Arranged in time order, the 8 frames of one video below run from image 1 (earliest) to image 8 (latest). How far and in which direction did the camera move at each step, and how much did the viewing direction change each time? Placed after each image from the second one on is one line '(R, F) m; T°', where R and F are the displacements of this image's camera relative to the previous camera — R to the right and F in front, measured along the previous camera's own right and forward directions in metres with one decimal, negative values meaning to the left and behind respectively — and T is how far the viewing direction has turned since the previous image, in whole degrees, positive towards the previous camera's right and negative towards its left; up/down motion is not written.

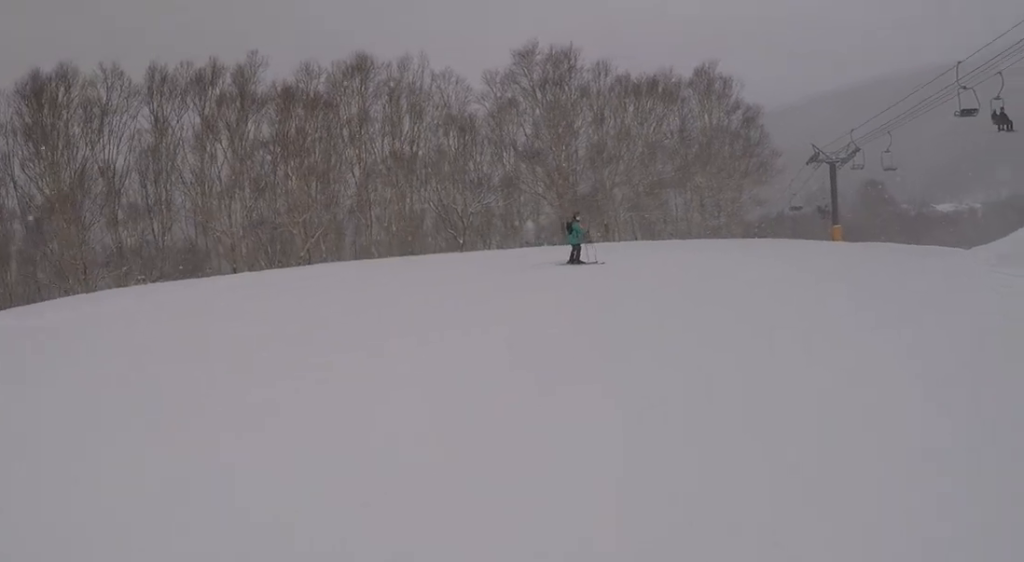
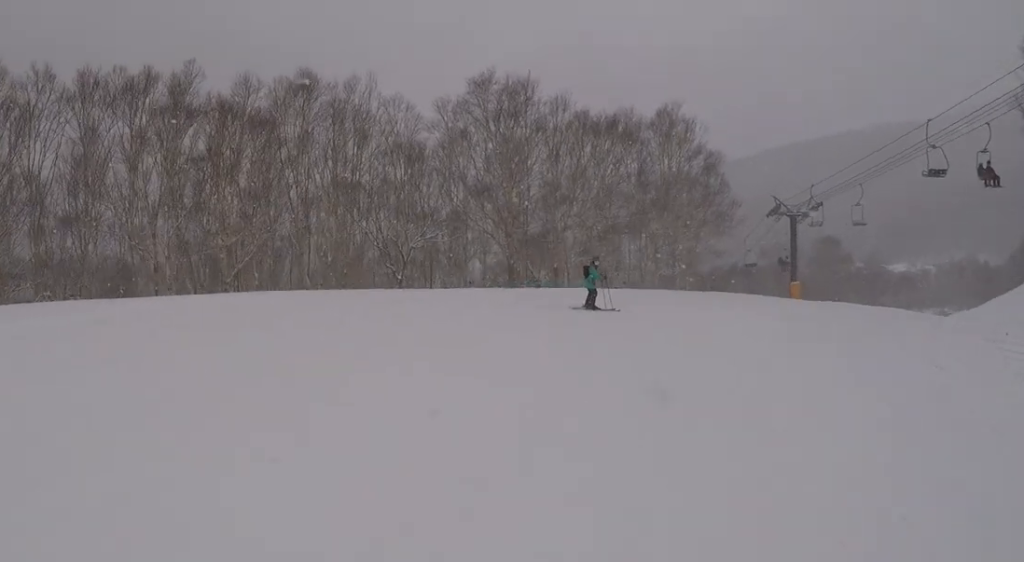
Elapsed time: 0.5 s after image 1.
(+0.3, +2.4) m; +6°
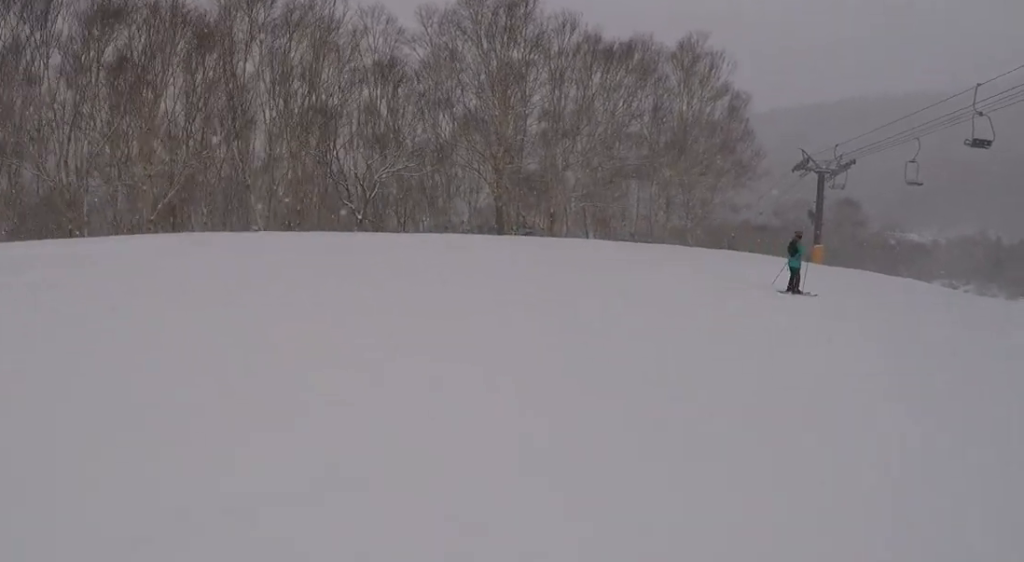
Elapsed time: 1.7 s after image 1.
(+1.0, +5.4) m; +11°
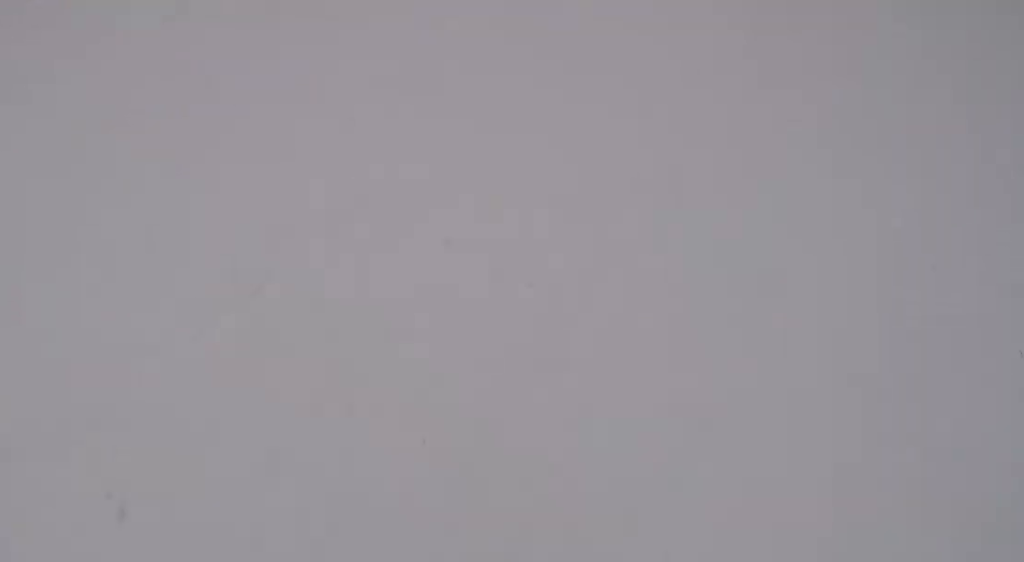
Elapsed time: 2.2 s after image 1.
(0.0, +2.1) m; +1°
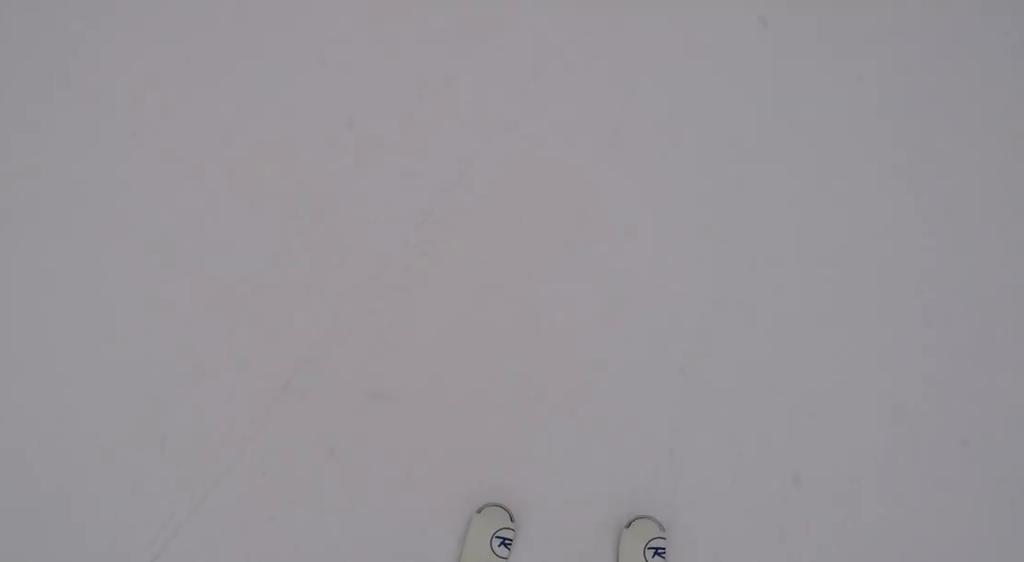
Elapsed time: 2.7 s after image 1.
(0.0, +2.1) m; 0°
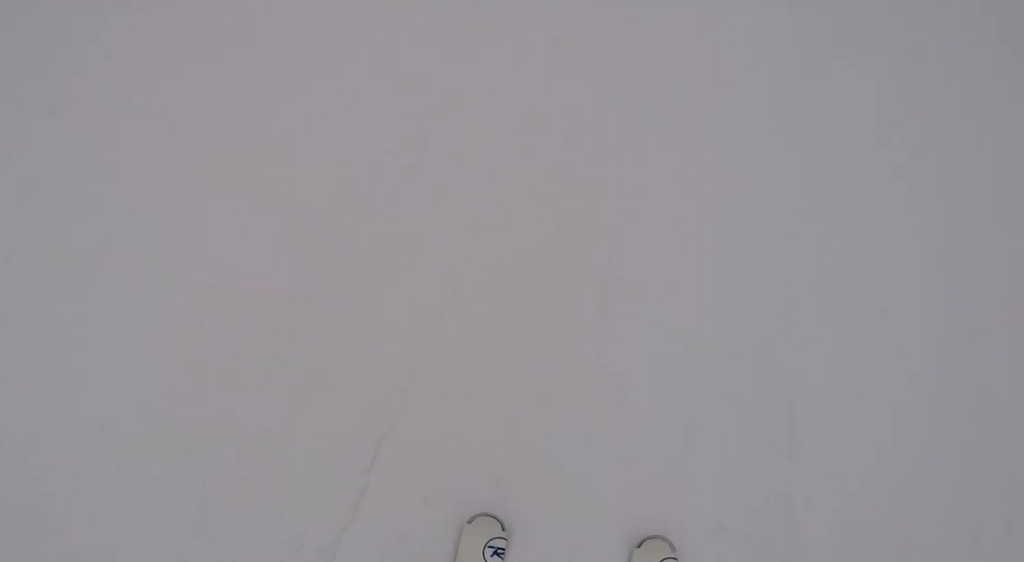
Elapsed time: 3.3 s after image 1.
(0.0, +2.8) m; 0°
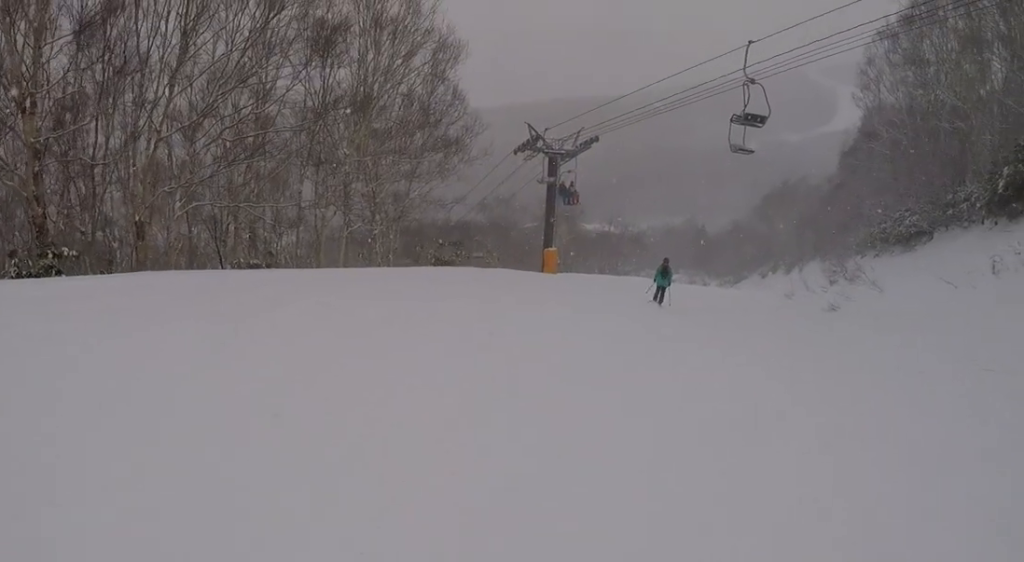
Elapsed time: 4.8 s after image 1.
(+0.1, +7.3) m; +12°
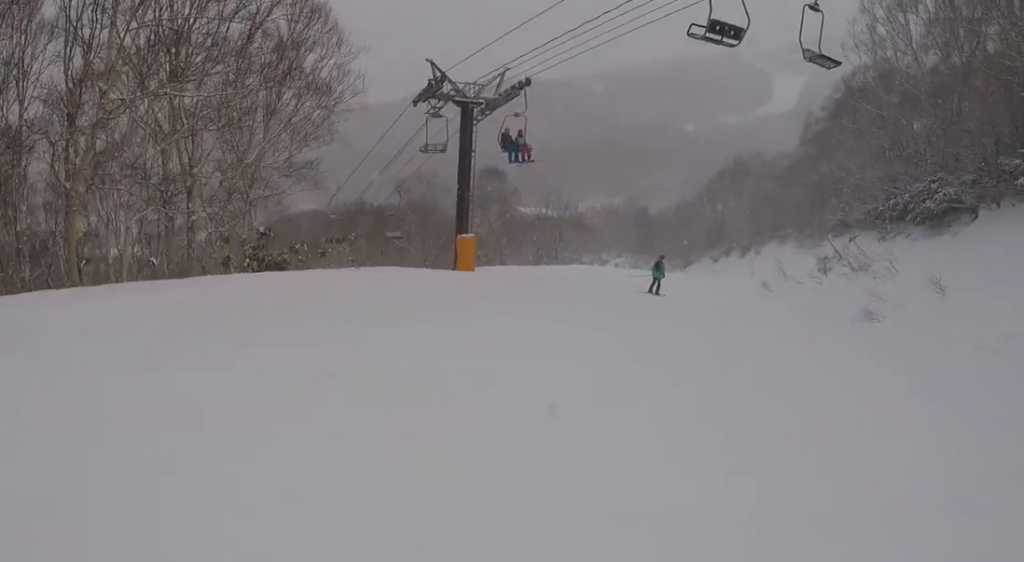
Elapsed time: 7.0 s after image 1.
(+3.2, +11.4) m; +19°
